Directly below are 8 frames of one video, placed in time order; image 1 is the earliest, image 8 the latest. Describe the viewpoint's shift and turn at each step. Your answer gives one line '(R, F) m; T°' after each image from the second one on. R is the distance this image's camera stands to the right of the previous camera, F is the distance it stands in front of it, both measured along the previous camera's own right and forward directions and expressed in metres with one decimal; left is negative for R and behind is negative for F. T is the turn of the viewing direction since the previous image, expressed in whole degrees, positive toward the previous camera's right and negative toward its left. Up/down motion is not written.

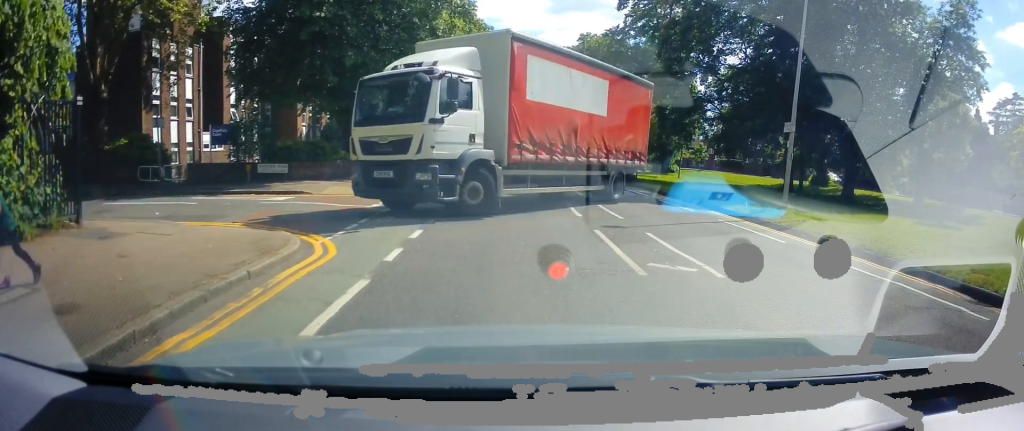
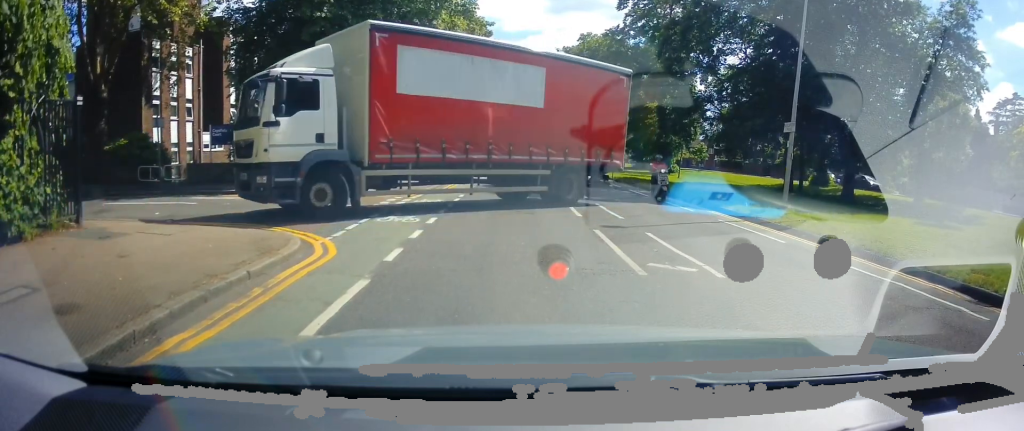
(0.0, 0.0) m; 0°
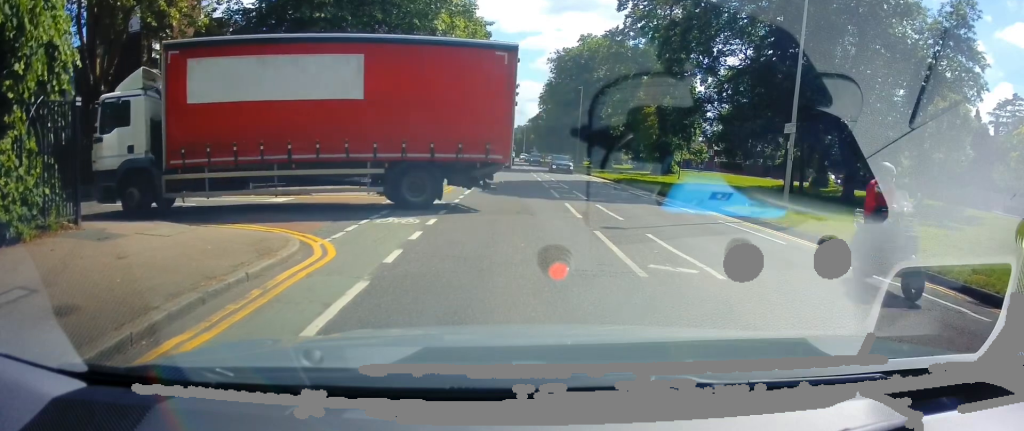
(-0.1, +0.2) m; 0°
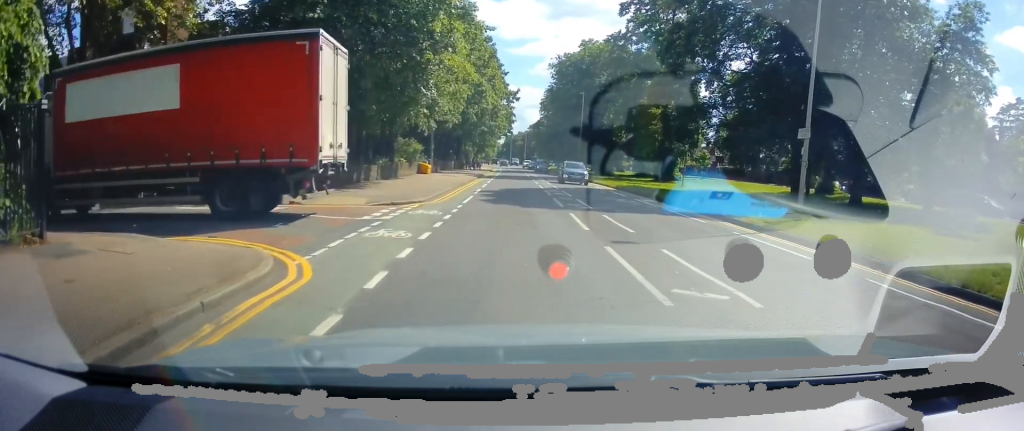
(-0.4, +1.6) m; -5°
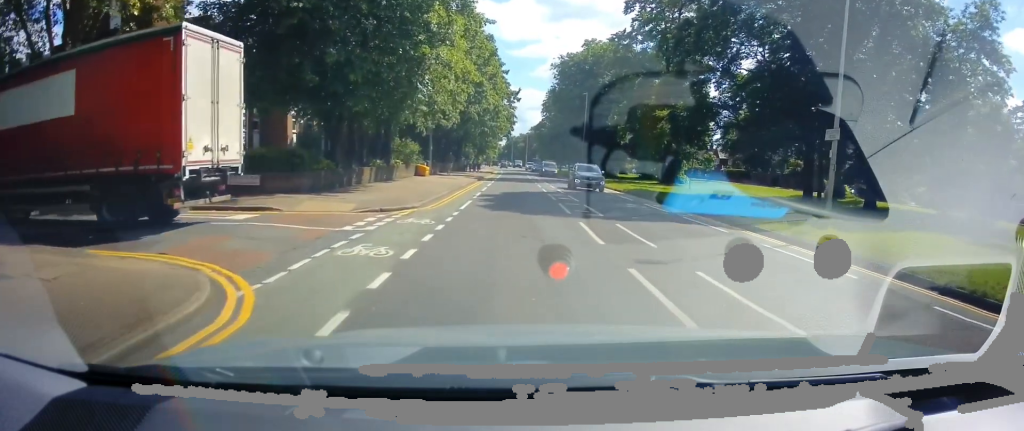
(+0.2, +1.7) m; +2°
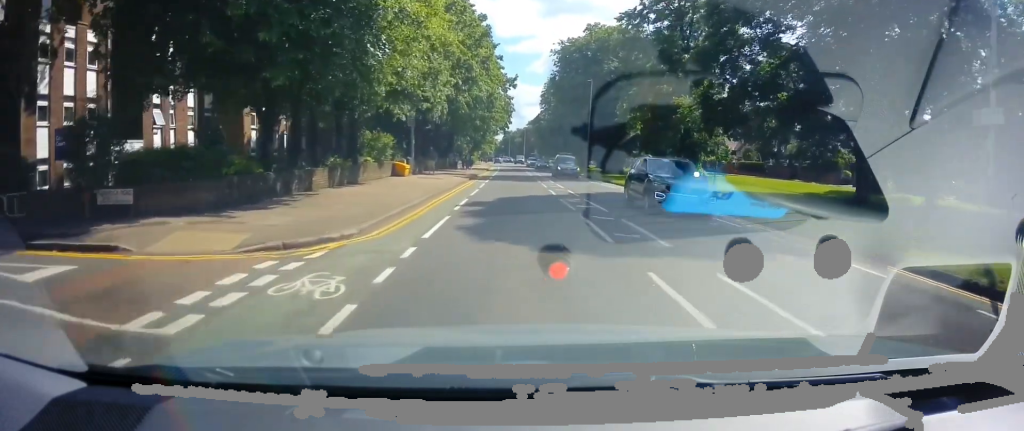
(0.0, +5.3) m; -1°
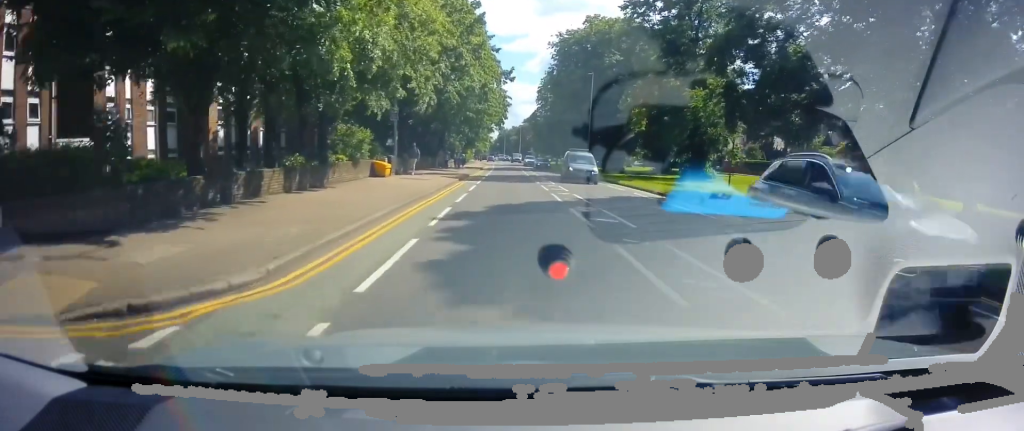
(0.0, +3.4) m; 0°
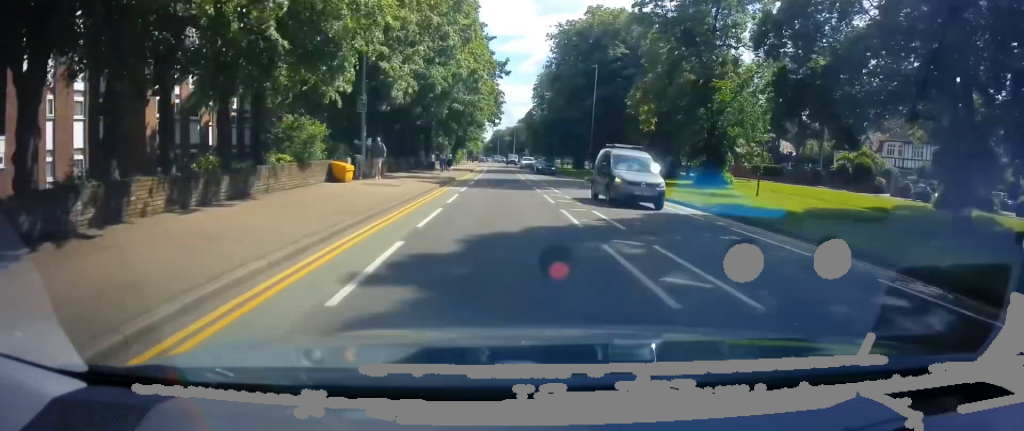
(0.0, +5.0) m; 0°
